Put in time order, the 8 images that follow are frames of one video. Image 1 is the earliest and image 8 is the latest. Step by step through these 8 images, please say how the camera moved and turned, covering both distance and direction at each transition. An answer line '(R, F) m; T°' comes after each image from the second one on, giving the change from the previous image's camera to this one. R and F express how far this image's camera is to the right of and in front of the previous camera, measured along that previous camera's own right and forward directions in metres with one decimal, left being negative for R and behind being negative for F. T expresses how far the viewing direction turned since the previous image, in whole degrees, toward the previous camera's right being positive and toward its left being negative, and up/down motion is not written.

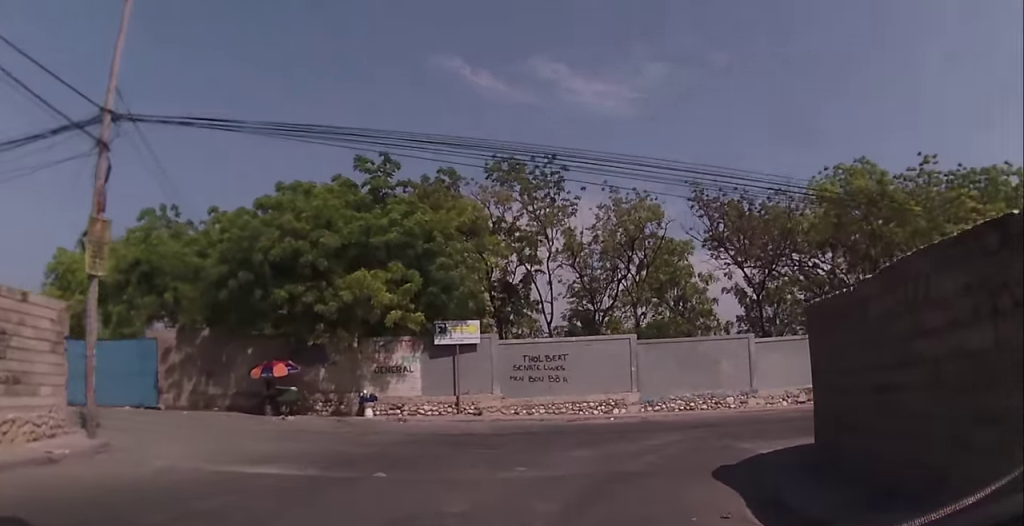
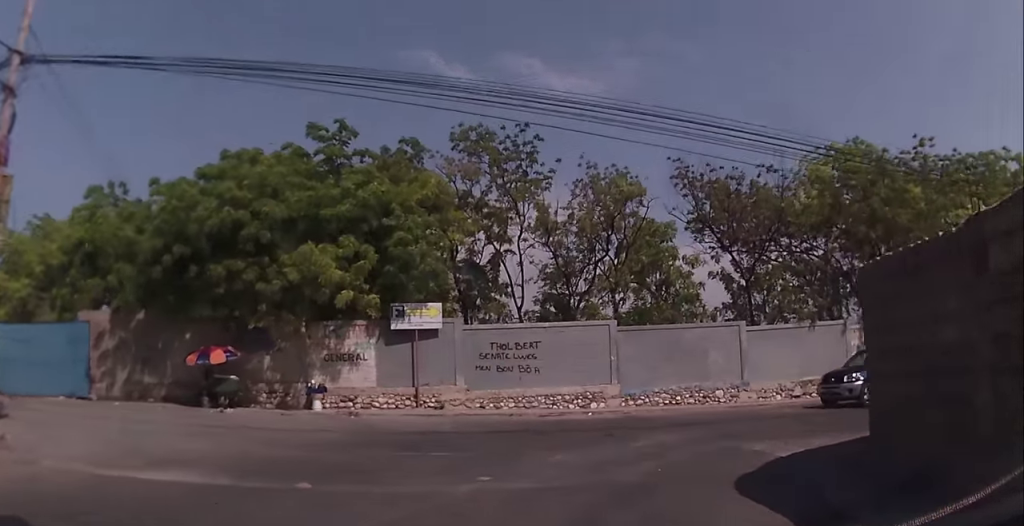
(+0.3, +2.4) m; +7°
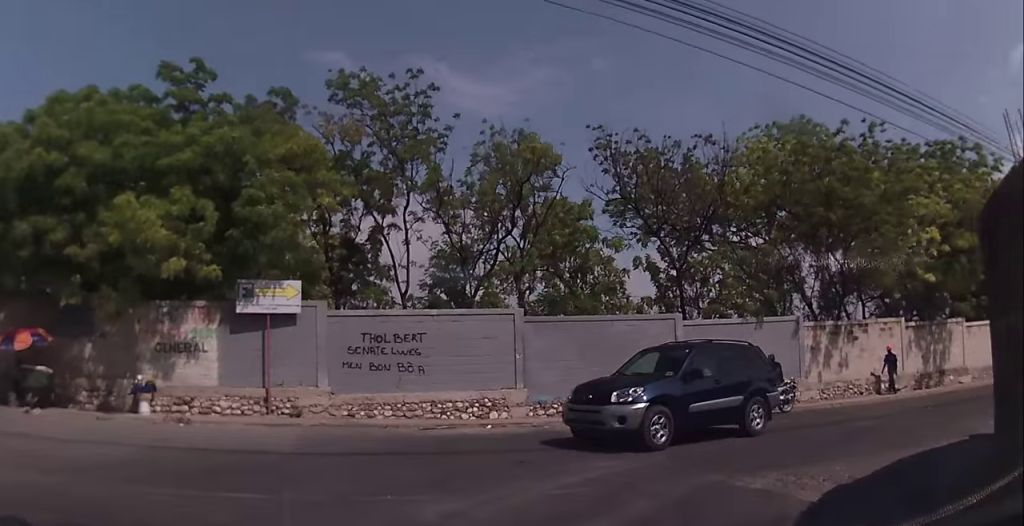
(+0.6, +4.7) m; +8°
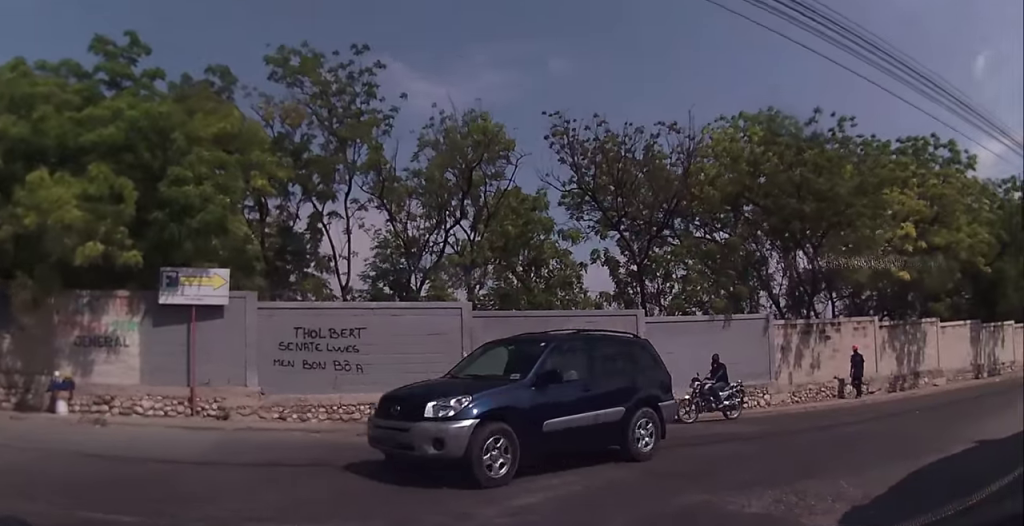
(+0.1, +1.7) m; +2°
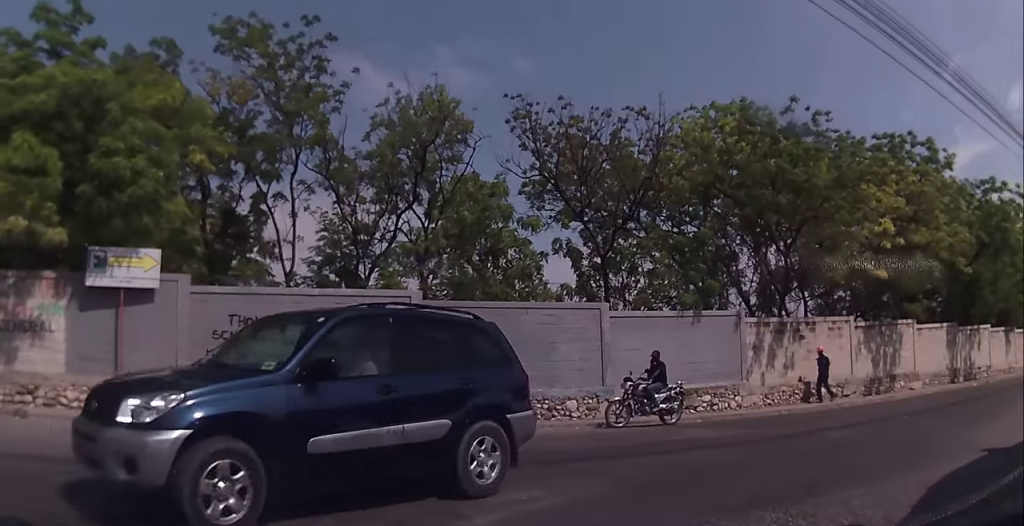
(-0.1, +1.3) m; +3°
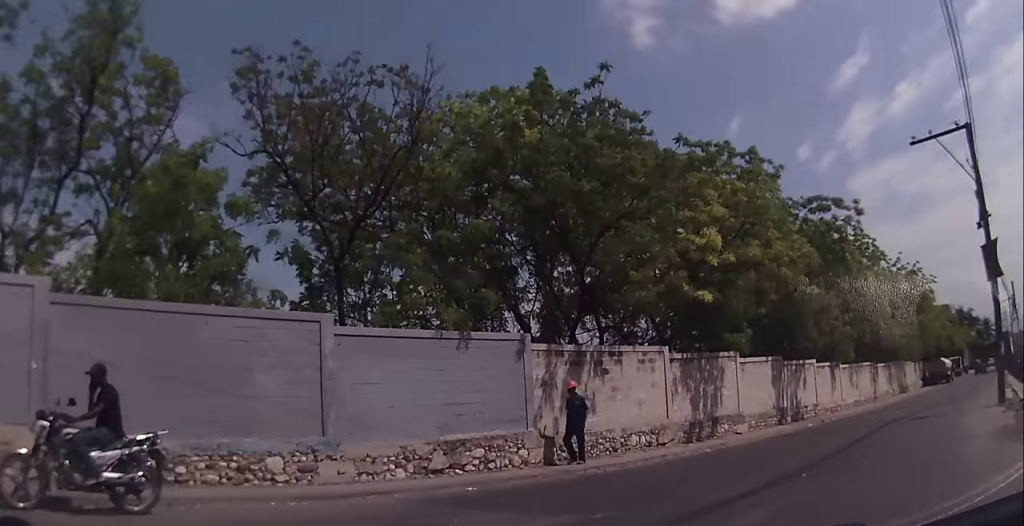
(+1.4, +5.3) m; +30°
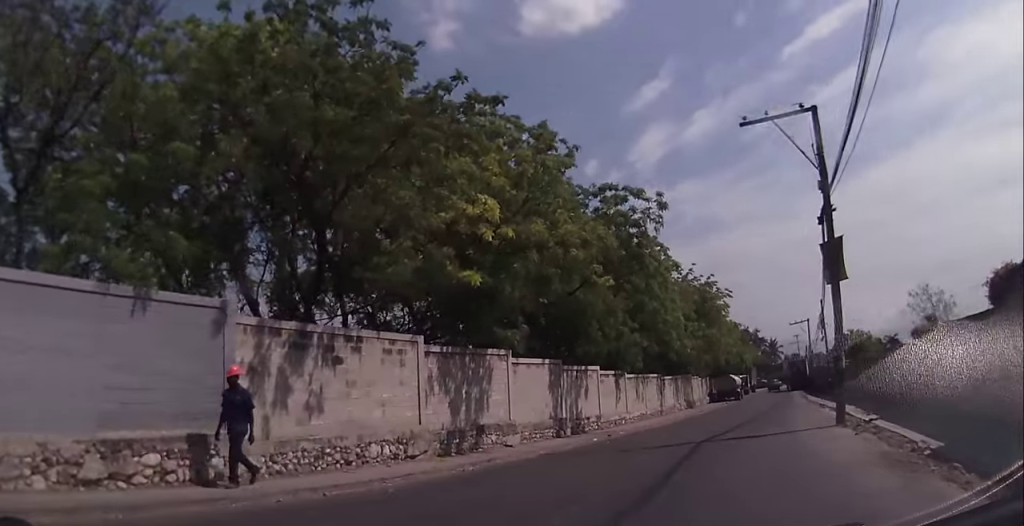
(+0.2, +3.6) m; +12°
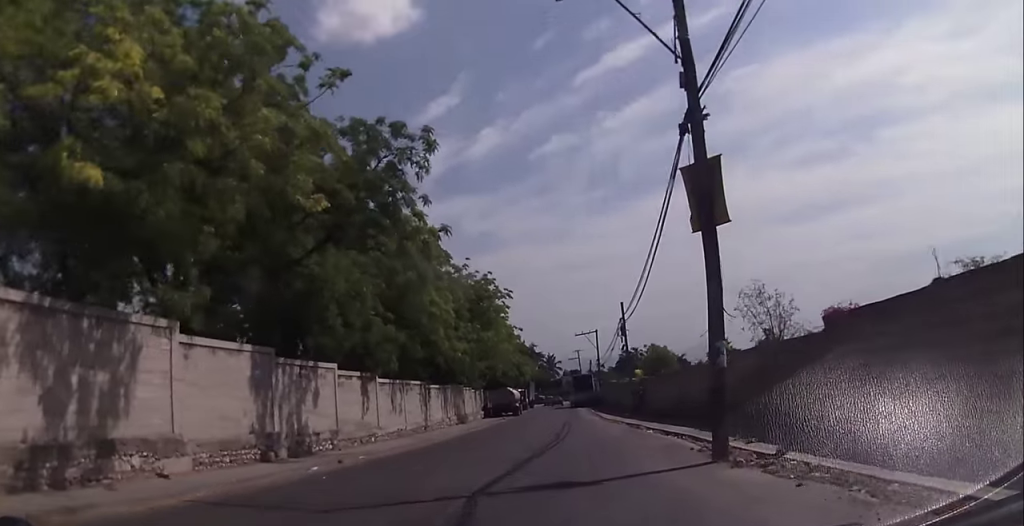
(+1.2, +6.8) m; +19°
